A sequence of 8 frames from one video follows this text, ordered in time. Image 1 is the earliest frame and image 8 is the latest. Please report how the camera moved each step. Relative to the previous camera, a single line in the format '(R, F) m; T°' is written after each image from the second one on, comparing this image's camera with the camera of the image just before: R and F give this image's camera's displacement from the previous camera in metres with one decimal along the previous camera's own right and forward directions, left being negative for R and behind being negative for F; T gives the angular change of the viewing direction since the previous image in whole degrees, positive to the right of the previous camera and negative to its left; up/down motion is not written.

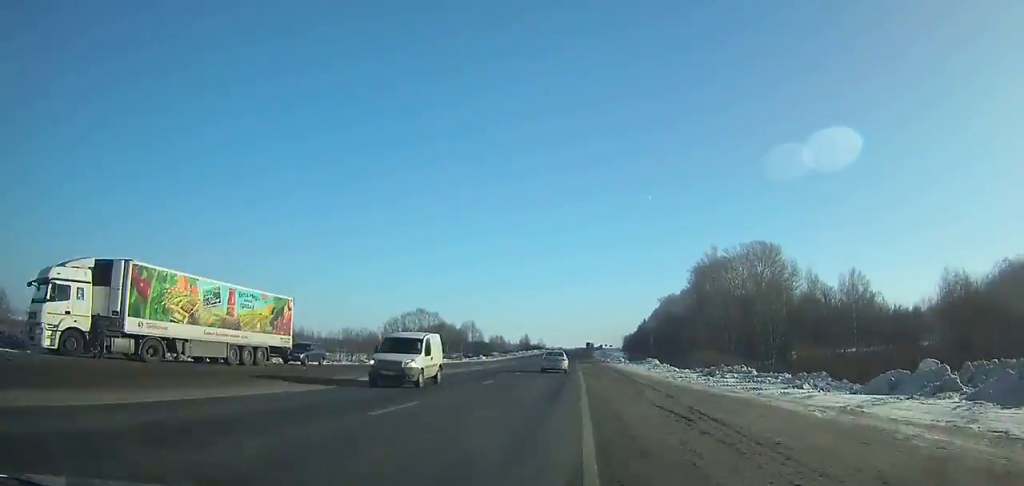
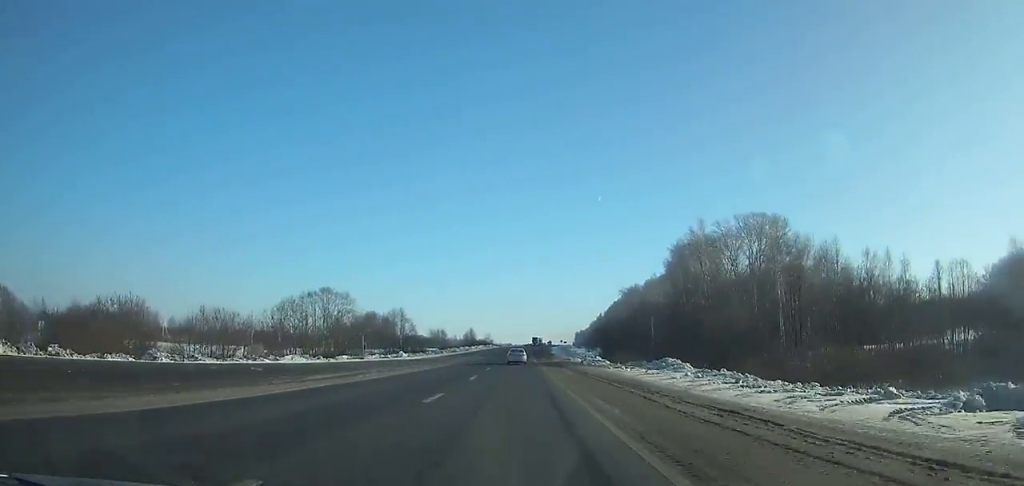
(+0.8, +37.2) m; +2°
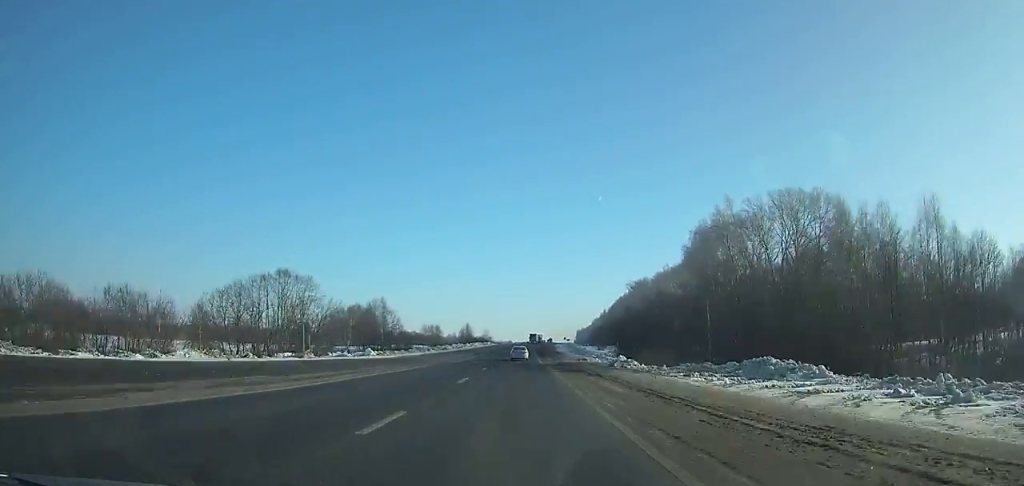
(+0.2, +18.5) m; 0°
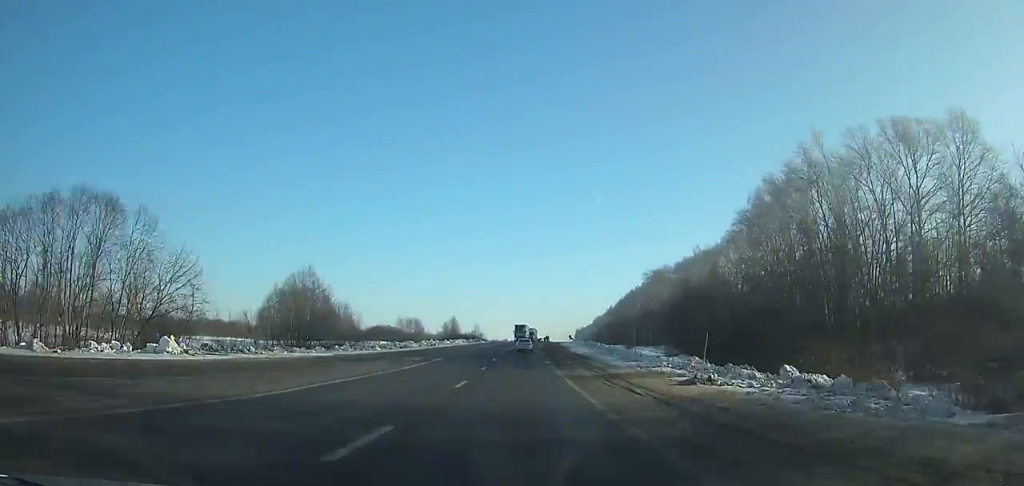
(-0.1, +41.4) m; 0°
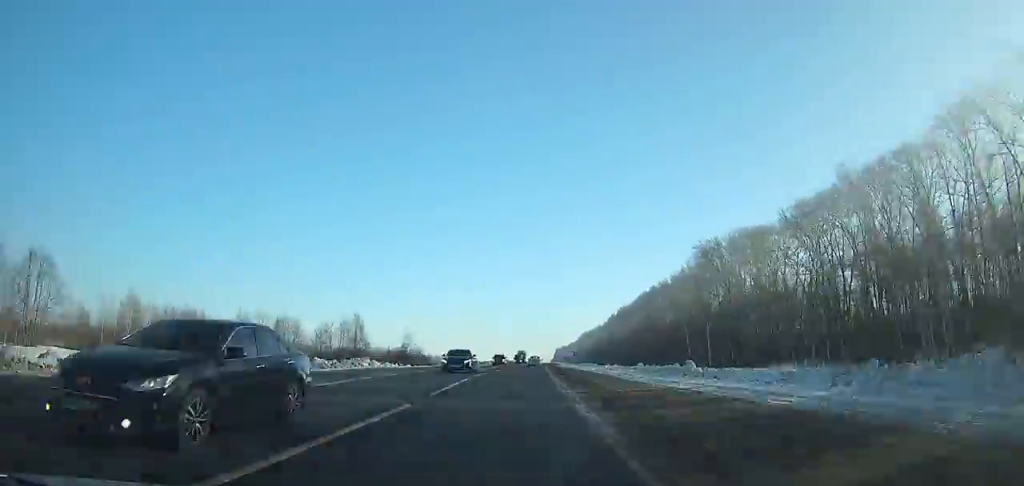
(+1.8, +95.0) m; +3°
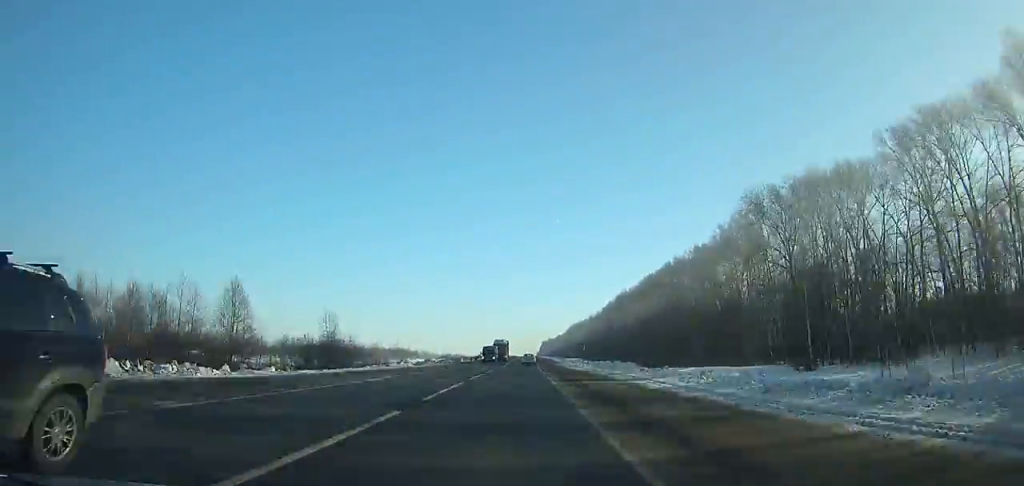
(+0.2, +38.7) m; +1°
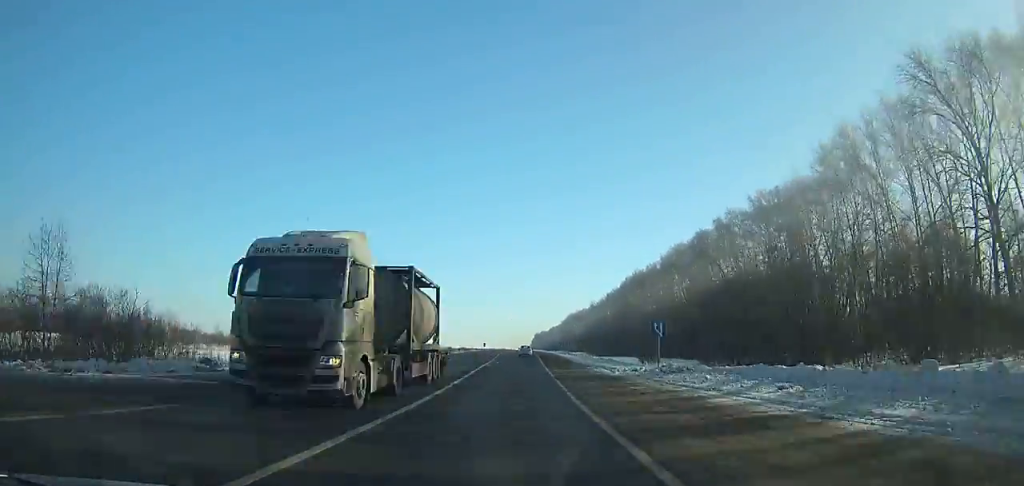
(+0.8, +47.7) m; +1°
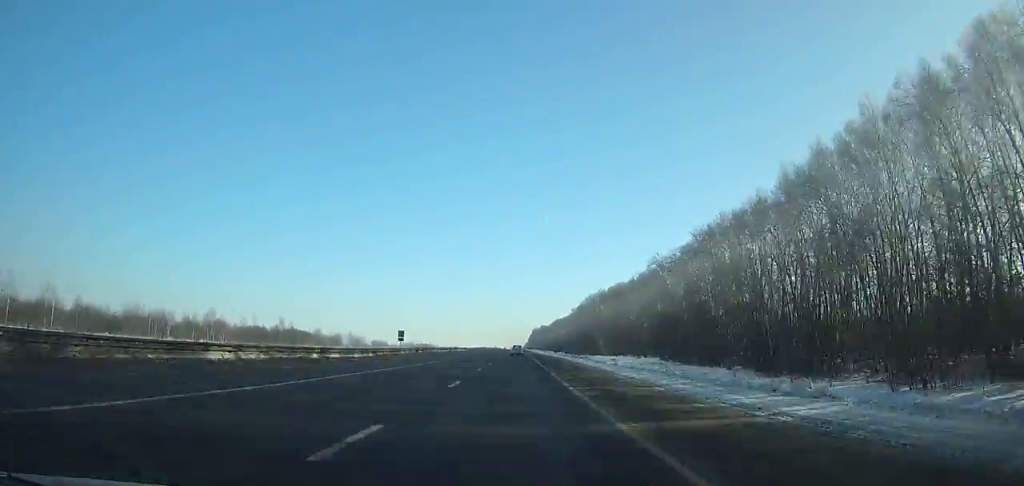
(+0.2, +156.1) m; 0°
